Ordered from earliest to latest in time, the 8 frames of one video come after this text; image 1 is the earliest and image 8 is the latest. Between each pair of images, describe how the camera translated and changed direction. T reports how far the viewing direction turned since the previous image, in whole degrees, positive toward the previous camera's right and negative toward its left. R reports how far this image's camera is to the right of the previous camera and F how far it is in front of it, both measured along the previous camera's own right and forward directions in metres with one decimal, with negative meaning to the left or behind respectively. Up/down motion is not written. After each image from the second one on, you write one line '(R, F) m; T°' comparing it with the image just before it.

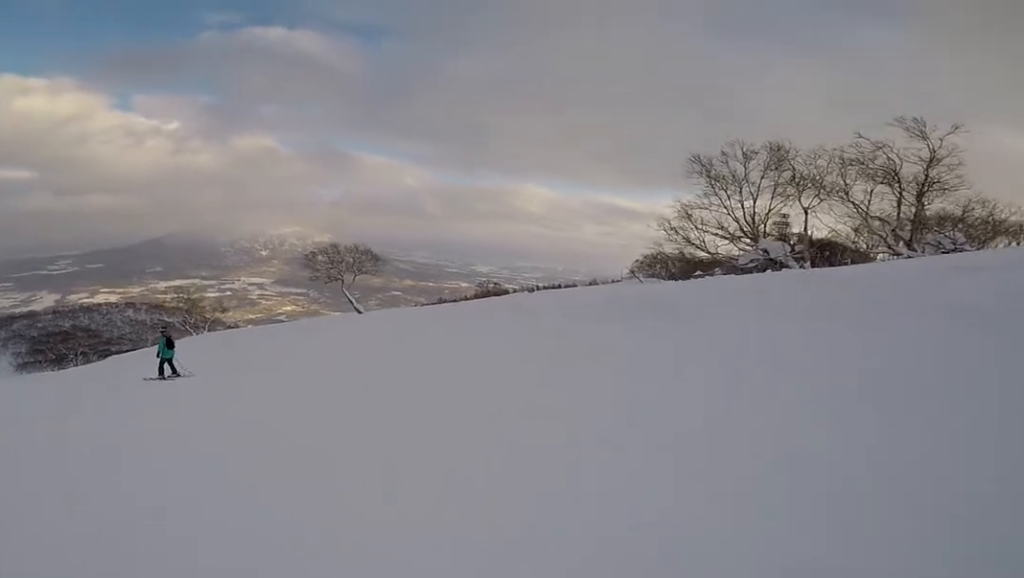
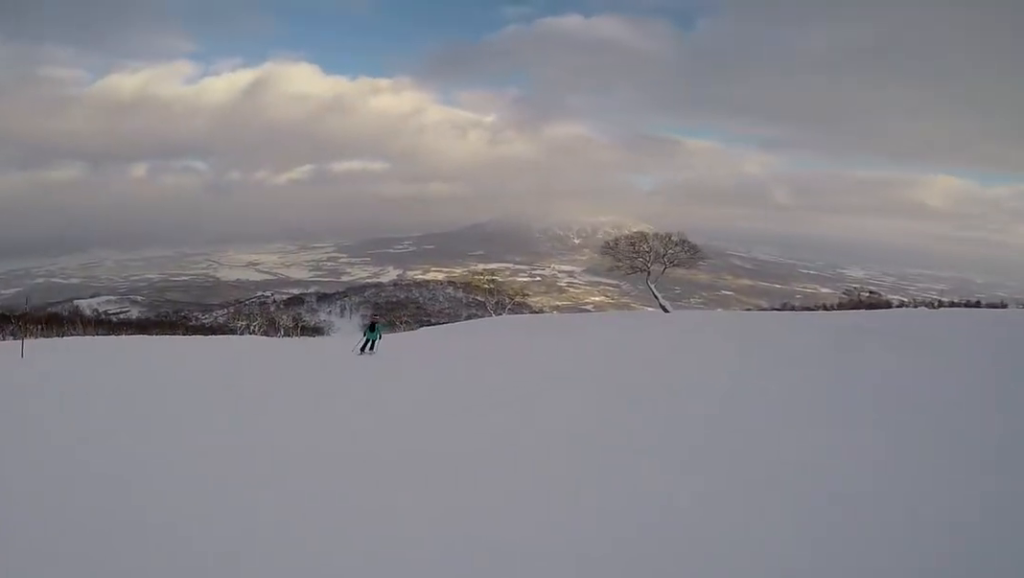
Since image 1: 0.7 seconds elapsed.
(-0.3, +2.8) m; -24°
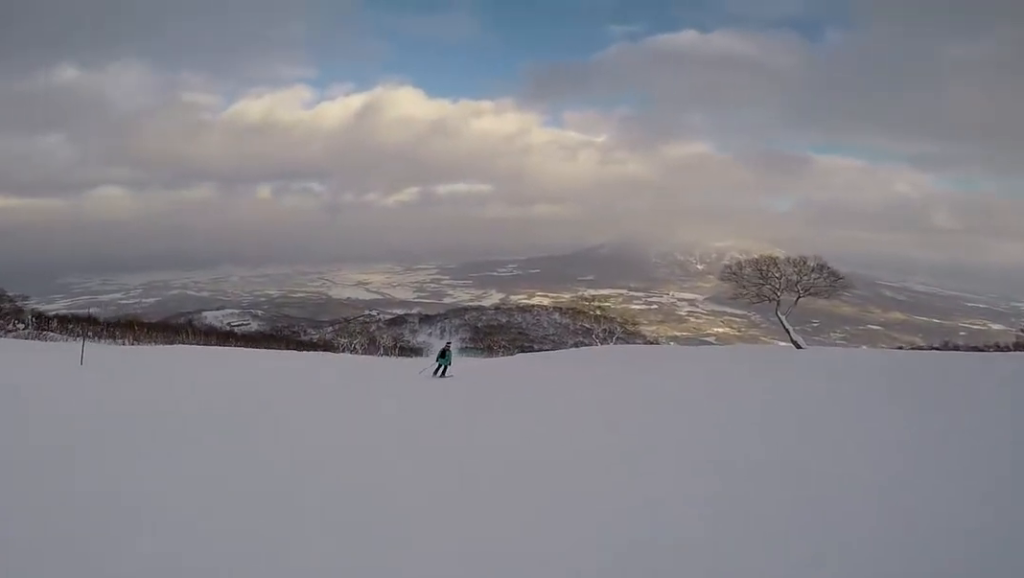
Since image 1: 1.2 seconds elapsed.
(-0.4, +1.9) m; -18°
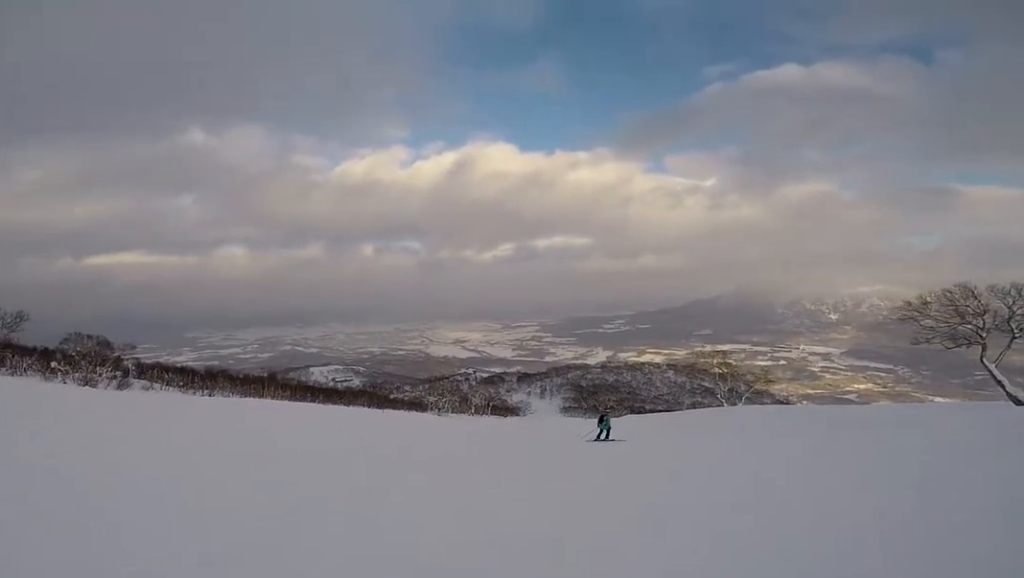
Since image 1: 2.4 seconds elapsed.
(-1.9, +5.2) m; -11°
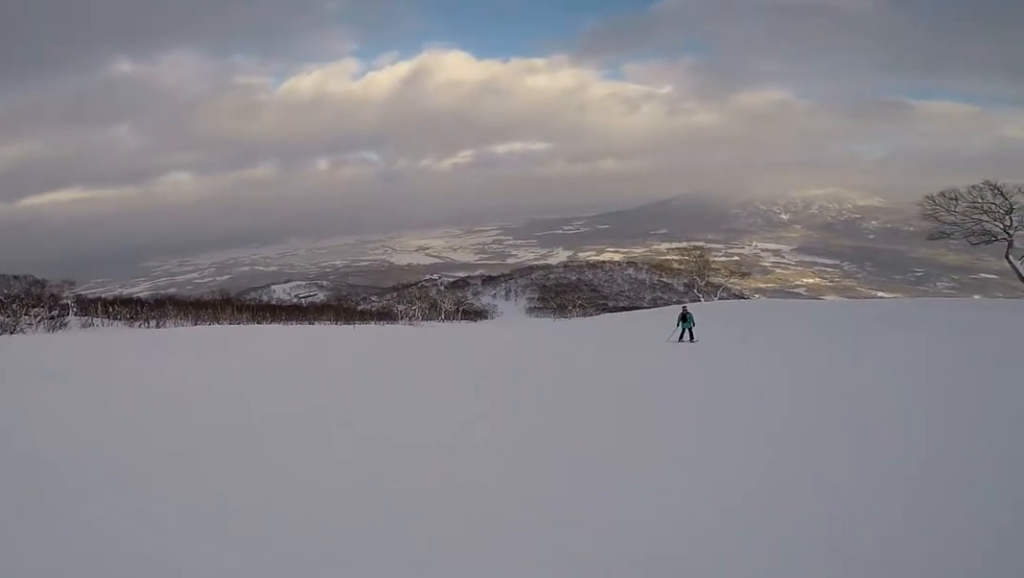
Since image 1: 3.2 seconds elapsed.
(+1.0, +3.8) m; +14°
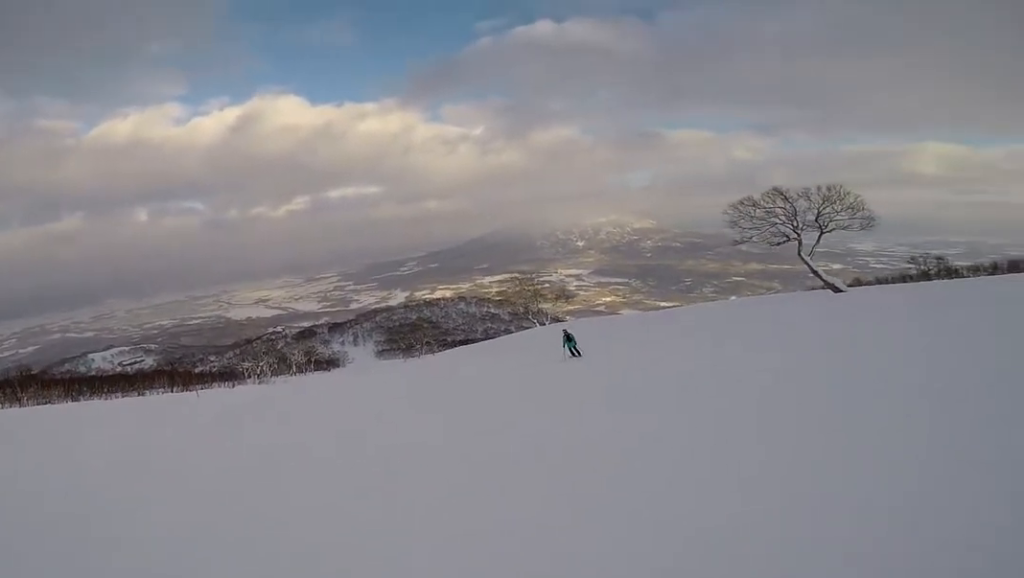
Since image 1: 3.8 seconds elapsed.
(+0.2, +2.8) m; +11°
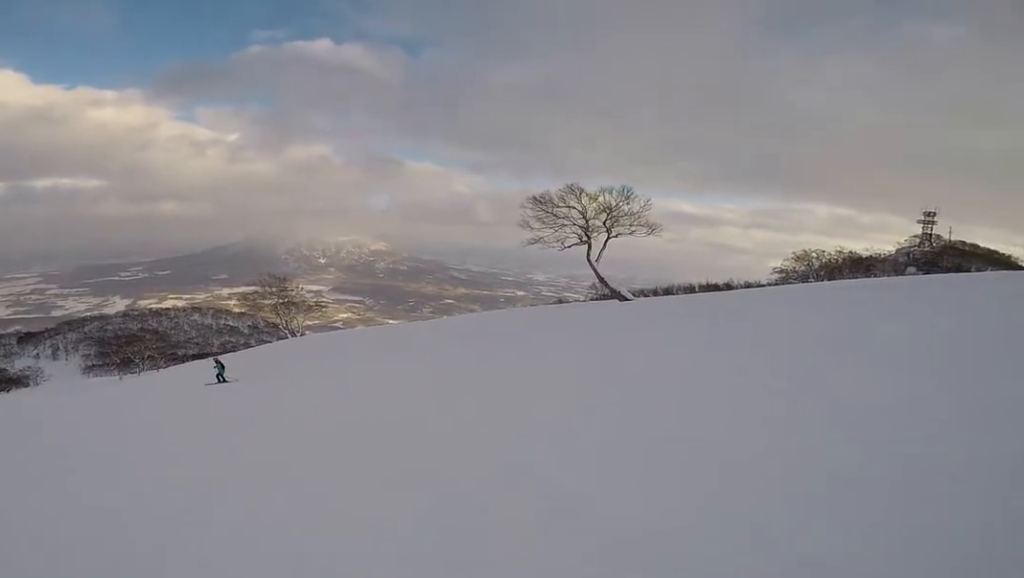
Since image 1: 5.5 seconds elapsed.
(+2.4, +8.1) m; +26°
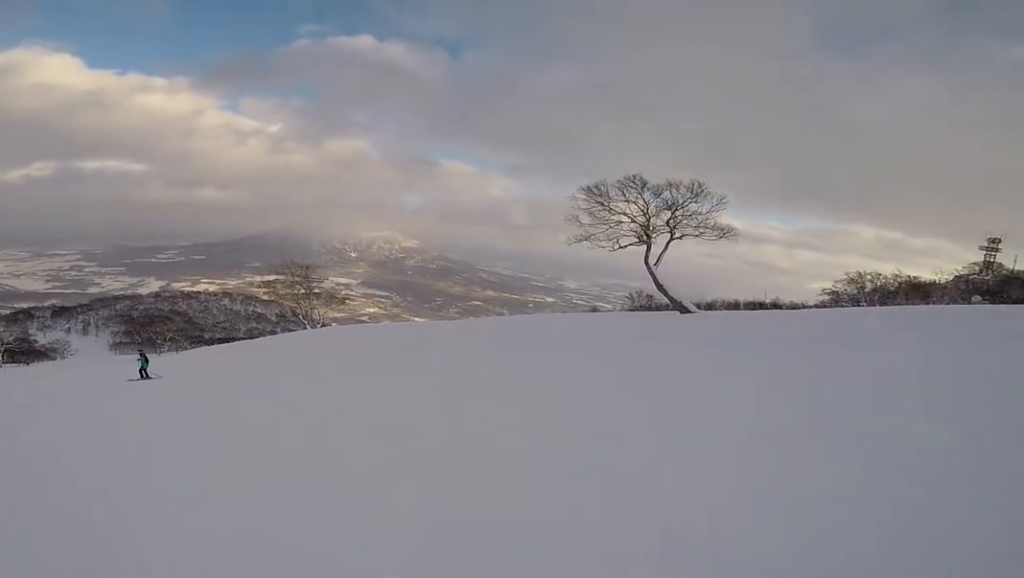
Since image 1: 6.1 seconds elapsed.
(+0.1, +3.2) m; -11°
